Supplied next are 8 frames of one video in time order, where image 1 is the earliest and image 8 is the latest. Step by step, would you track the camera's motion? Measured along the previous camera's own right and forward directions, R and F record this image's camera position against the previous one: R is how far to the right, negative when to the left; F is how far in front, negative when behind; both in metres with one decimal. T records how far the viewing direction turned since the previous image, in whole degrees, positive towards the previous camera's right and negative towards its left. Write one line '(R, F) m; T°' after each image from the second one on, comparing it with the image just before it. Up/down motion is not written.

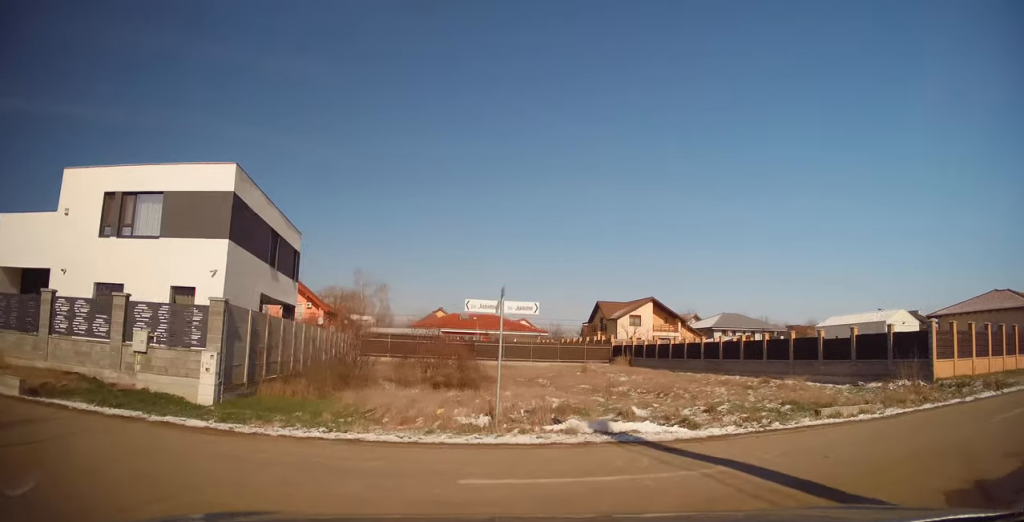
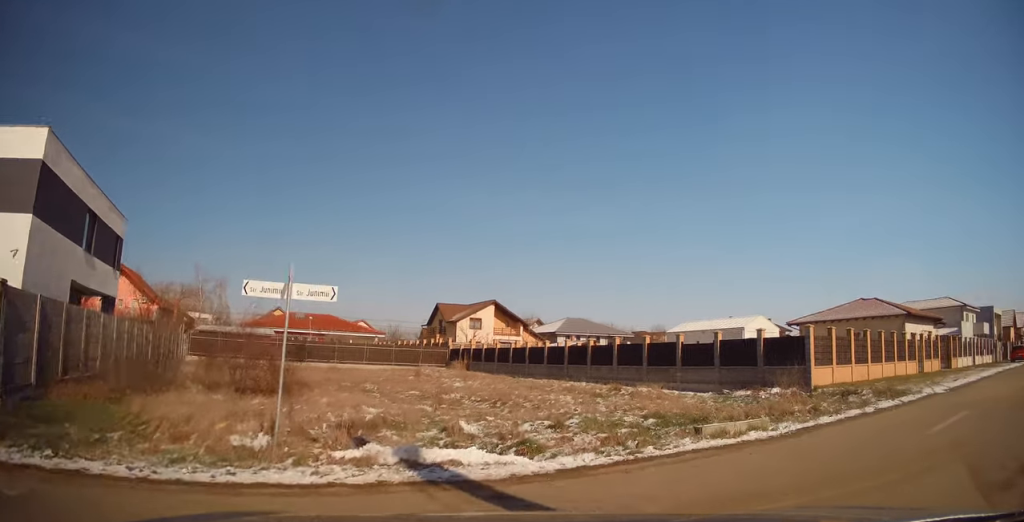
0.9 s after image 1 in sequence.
(+0.3, +3.7) m; +17°
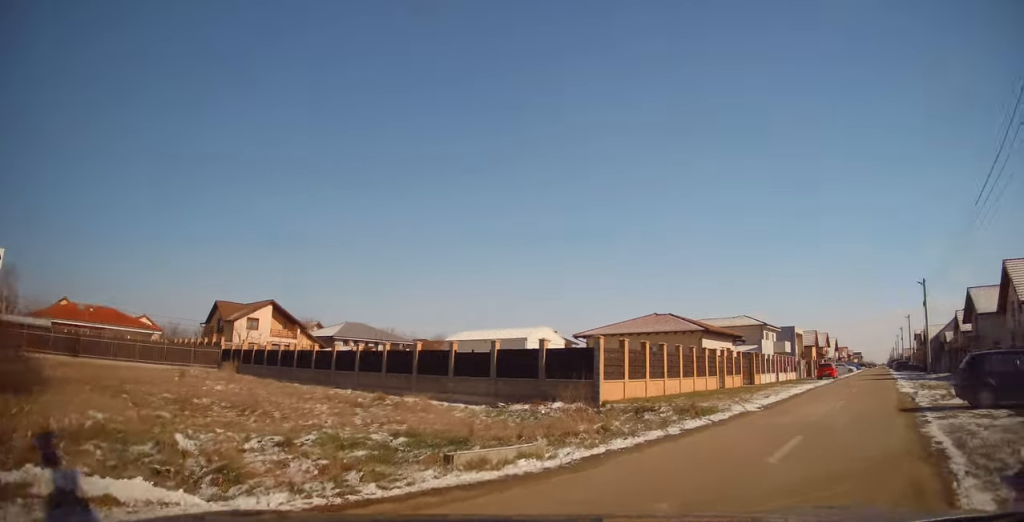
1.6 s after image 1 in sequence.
(+0.7, +2.6) m; +26°
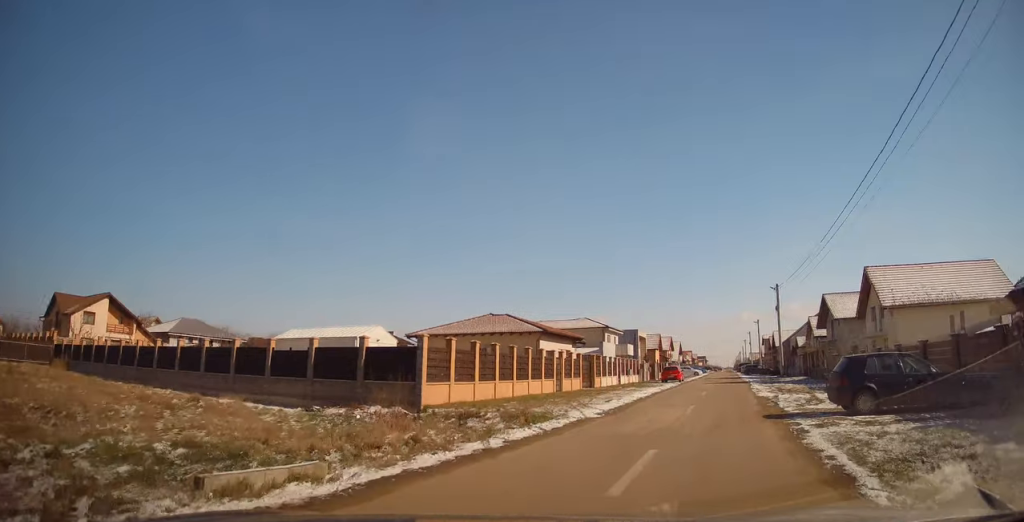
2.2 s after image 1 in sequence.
(+0.2, +1.8) m; +17°
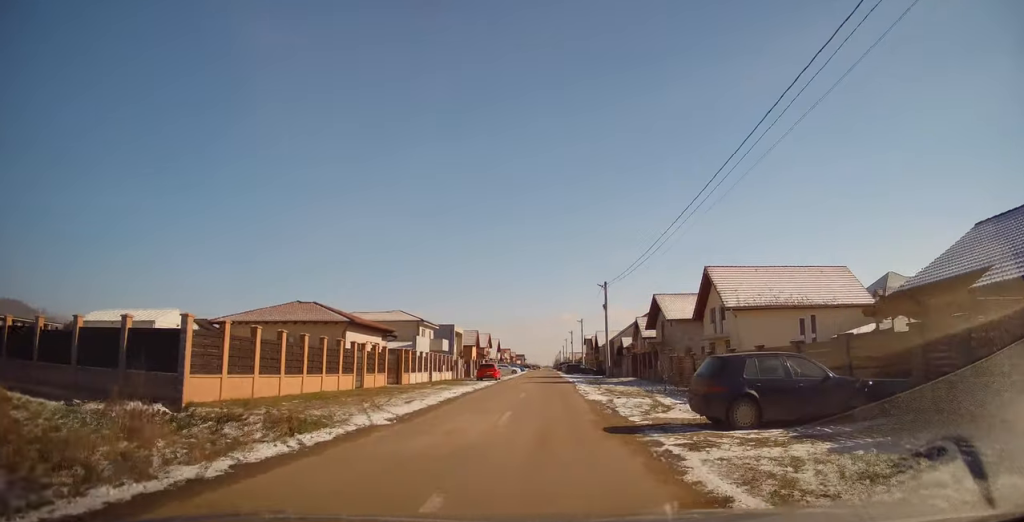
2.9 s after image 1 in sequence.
(+0.6, +2.8) m; +15°
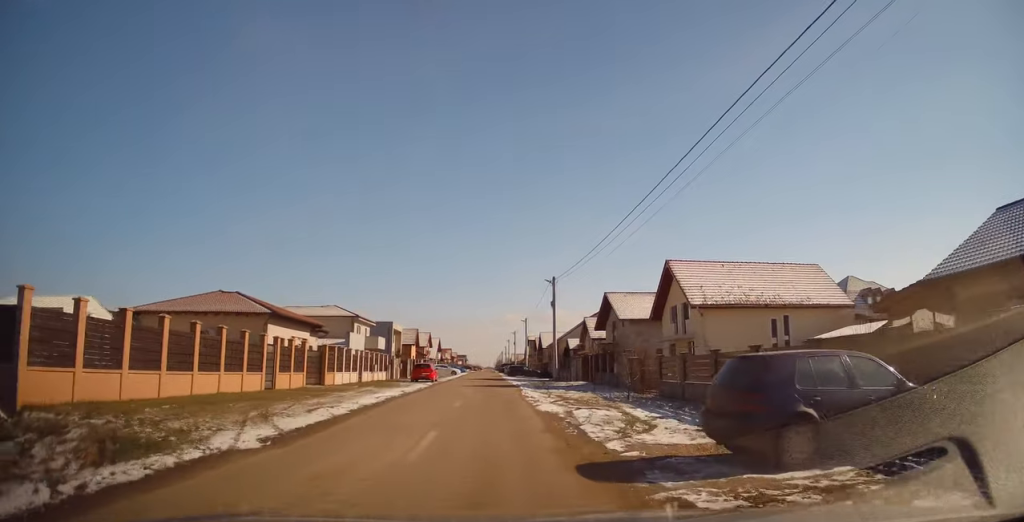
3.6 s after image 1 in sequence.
(+0.3, +3.3) m; +6°
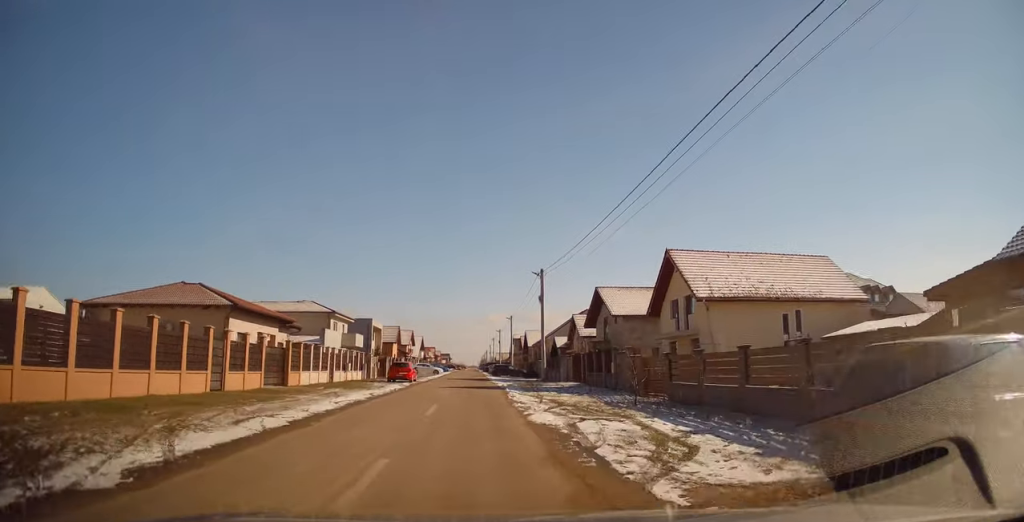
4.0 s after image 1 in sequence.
(0.0, +2.5) m; +3°
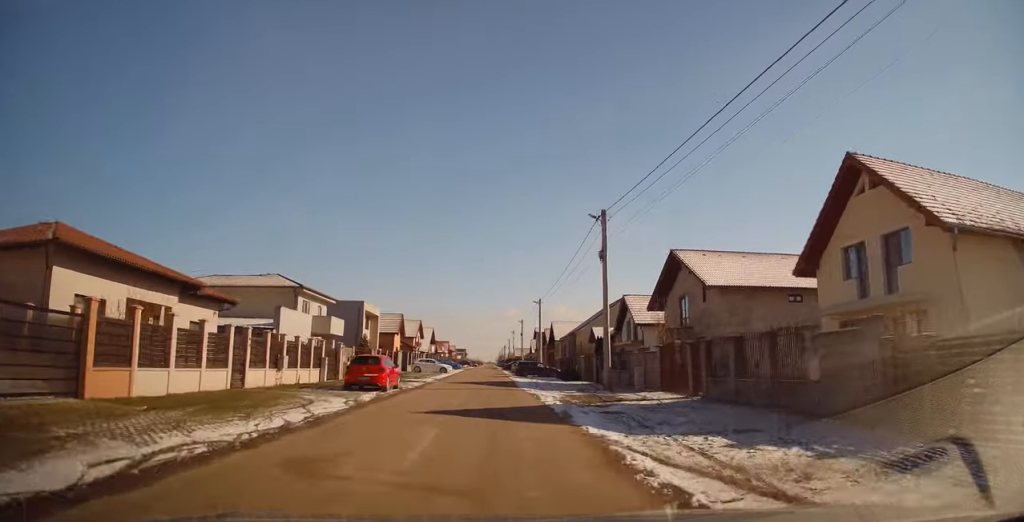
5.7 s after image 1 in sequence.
(-0.6, +13.4) m; -2°
